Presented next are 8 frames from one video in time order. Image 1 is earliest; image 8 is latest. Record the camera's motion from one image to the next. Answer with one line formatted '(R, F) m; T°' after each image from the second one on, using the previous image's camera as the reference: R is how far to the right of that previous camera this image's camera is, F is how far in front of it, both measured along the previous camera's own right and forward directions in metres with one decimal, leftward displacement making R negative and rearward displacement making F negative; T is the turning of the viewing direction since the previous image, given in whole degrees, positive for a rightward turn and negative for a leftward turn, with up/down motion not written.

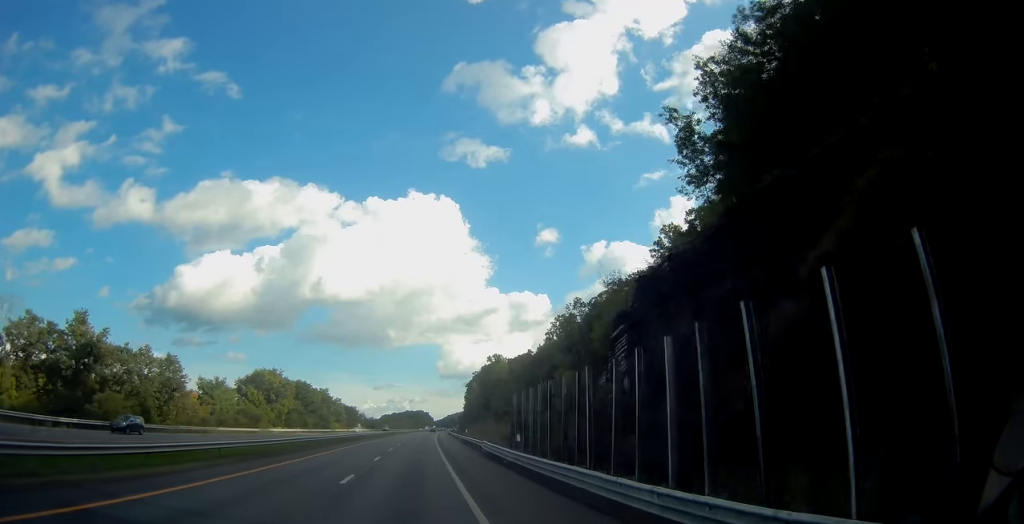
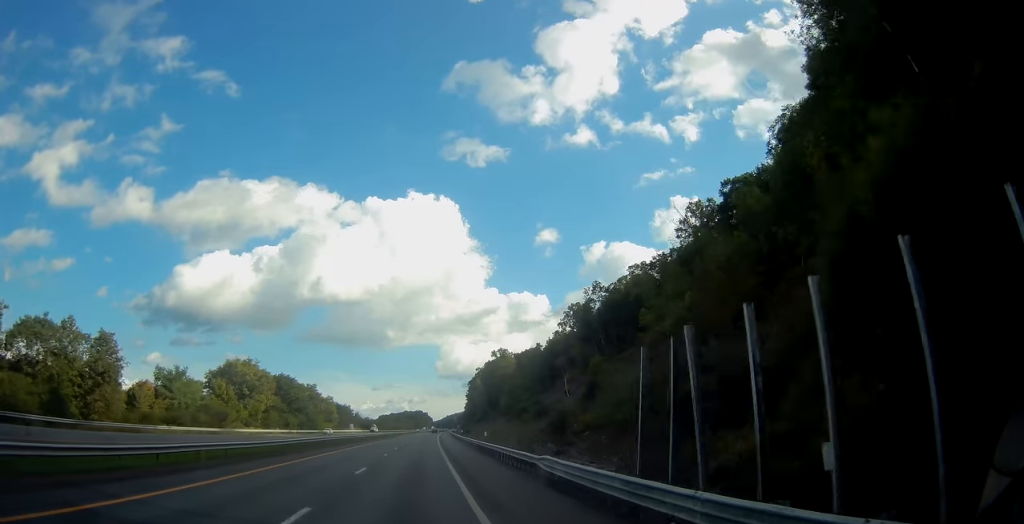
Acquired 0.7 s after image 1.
(0.0, +20.5) m; 0°
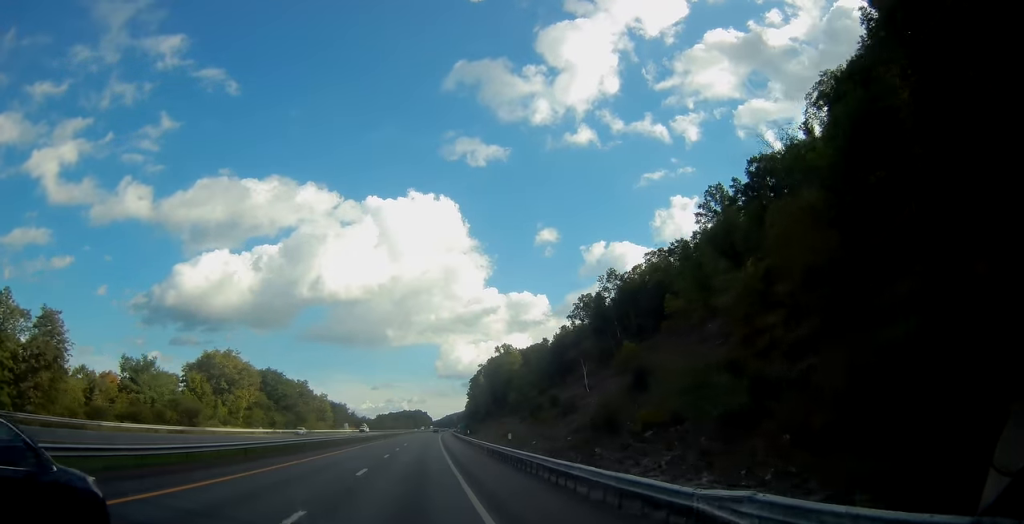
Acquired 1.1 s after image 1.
(+0.1, +12.8) m; 0°
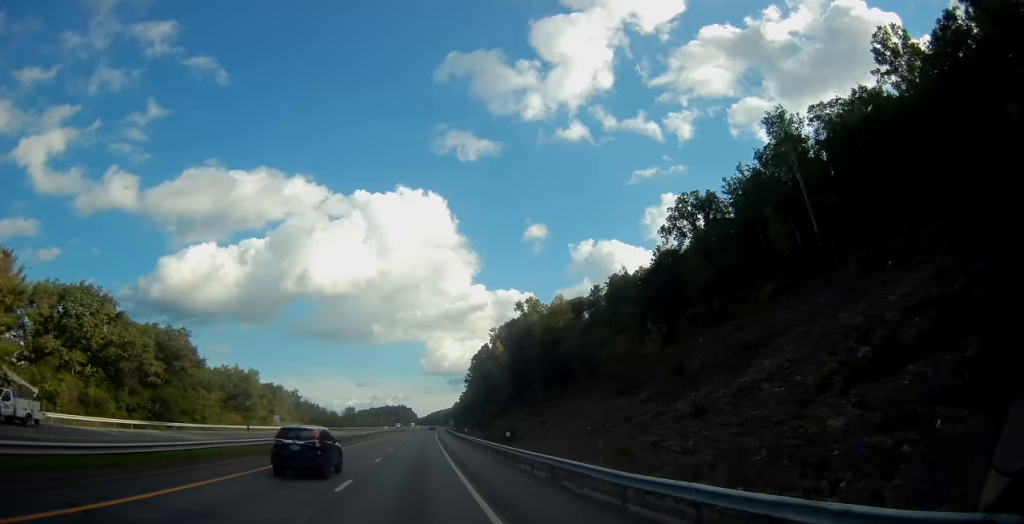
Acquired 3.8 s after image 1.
(+1.0, +79.2) m; +1°
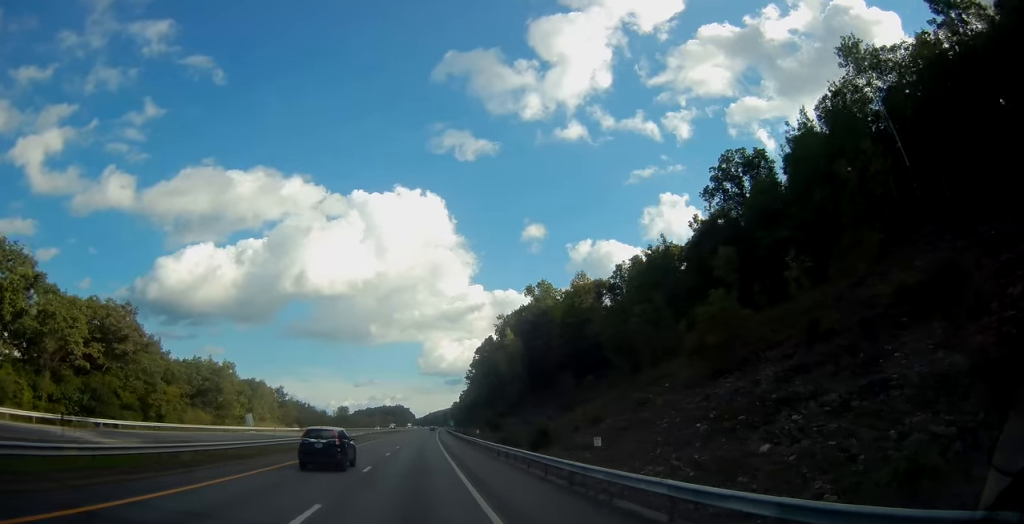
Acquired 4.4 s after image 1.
(-0.1, +17.8) m; 0°
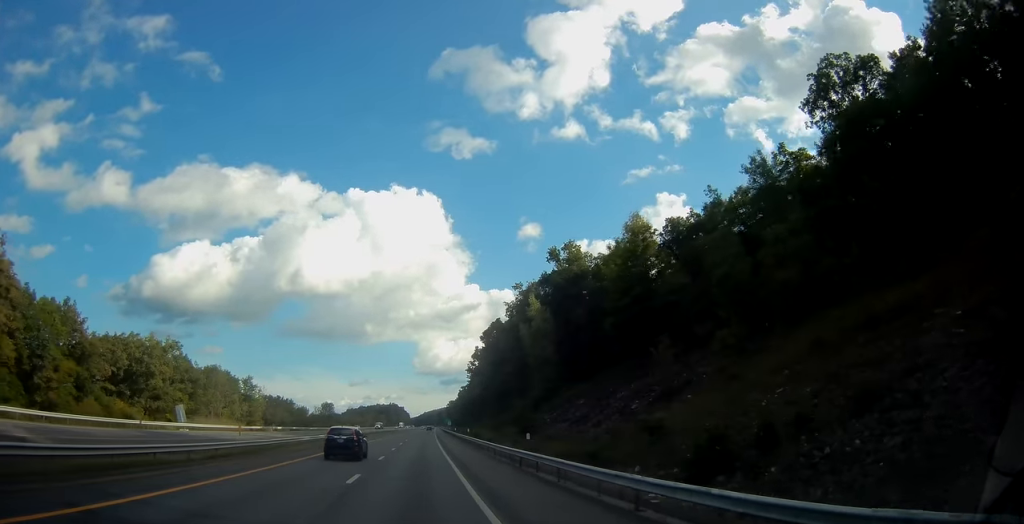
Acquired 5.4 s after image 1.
(+0.2, +28.7) m; 0°
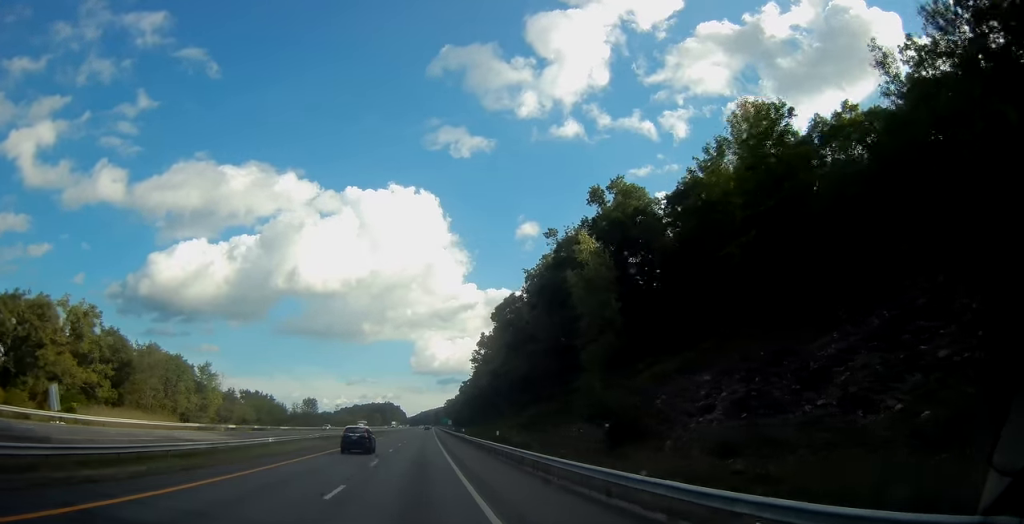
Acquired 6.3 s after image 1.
(+0.1, +28.7) m; 0°
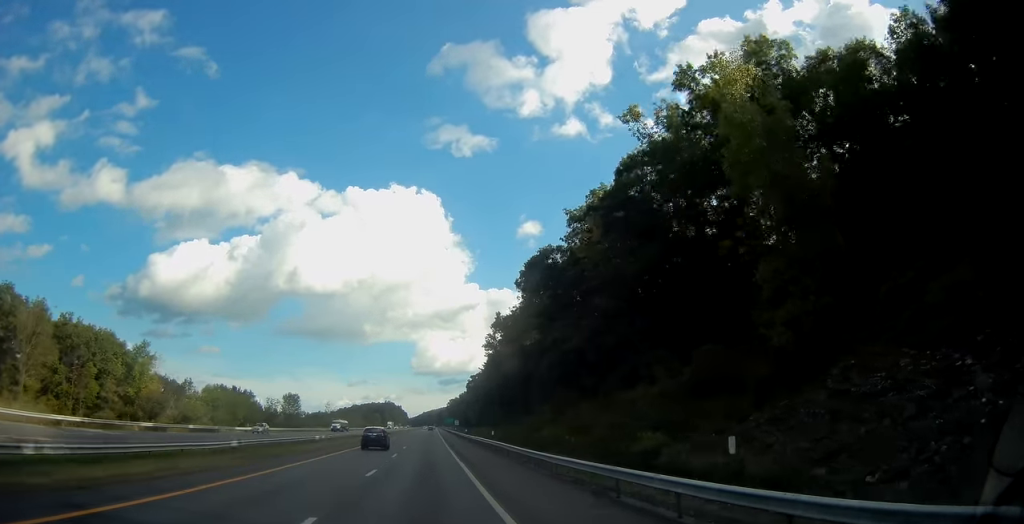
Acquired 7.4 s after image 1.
(-0.1, +30.5) m; 0°
